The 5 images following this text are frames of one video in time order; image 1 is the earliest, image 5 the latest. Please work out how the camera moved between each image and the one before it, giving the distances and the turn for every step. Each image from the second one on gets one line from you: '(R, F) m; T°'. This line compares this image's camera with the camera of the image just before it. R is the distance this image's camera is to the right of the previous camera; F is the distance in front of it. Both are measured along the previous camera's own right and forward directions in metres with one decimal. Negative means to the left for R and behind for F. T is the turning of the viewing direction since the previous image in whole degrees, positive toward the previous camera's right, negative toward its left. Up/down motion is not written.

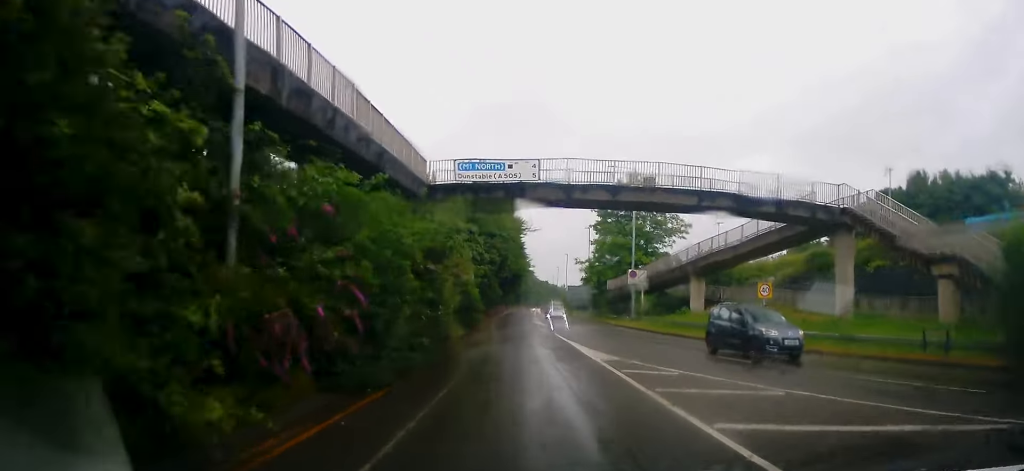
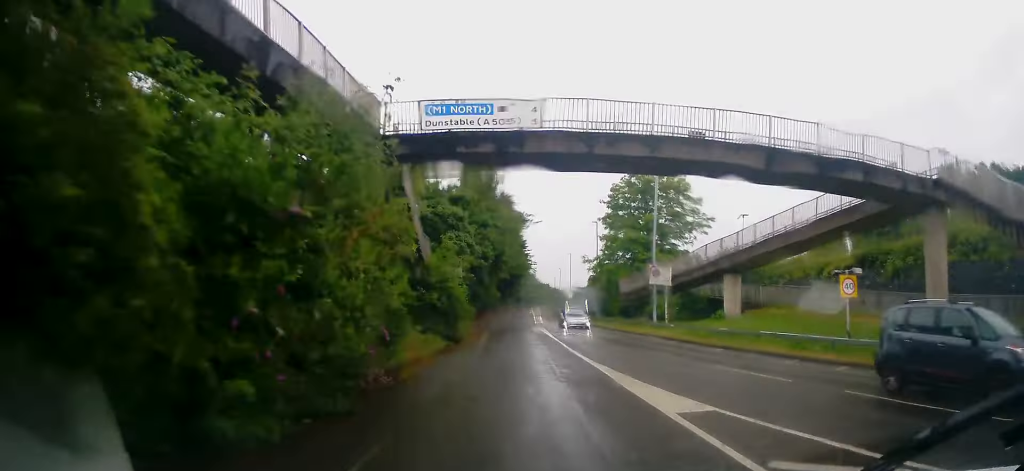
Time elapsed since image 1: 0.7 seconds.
(0.0, +7.7) m; 0°
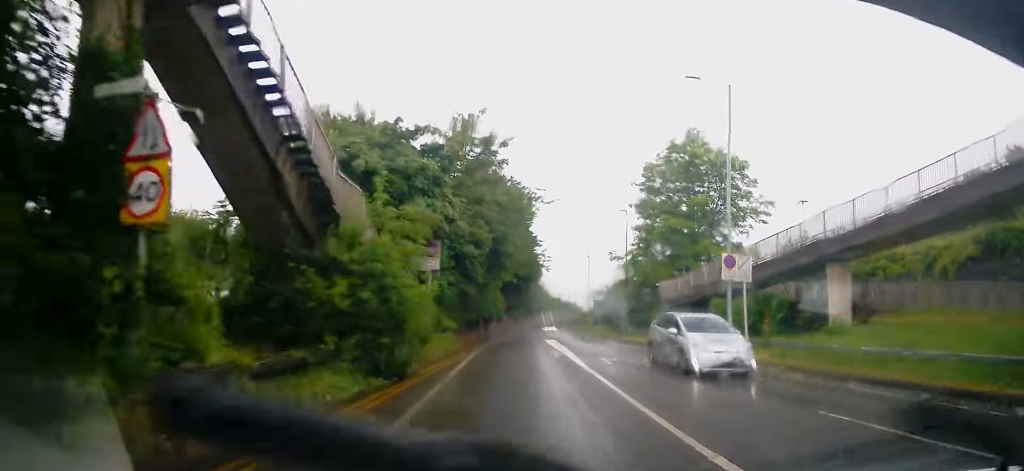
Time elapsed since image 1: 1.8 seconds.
(0.0, +12.4) m; 0°
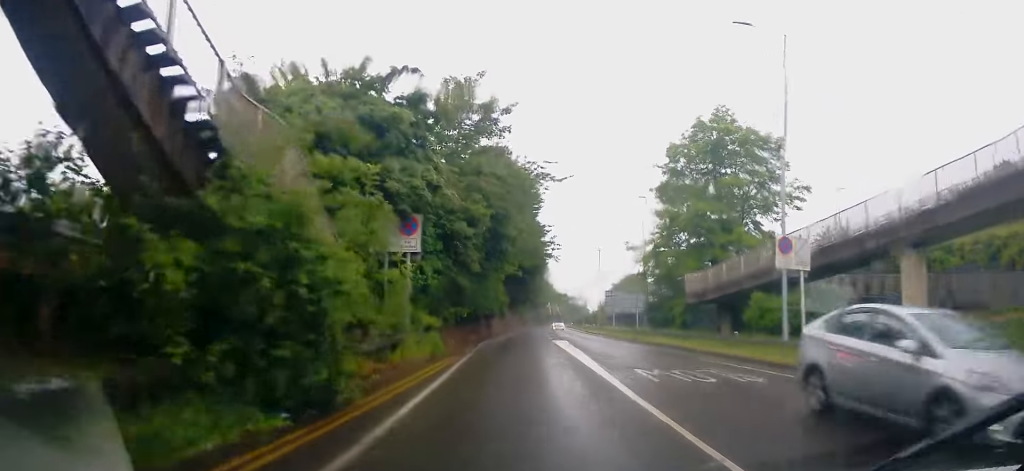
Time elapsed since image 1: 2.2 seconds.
(0.0, +5.1) m; 0°
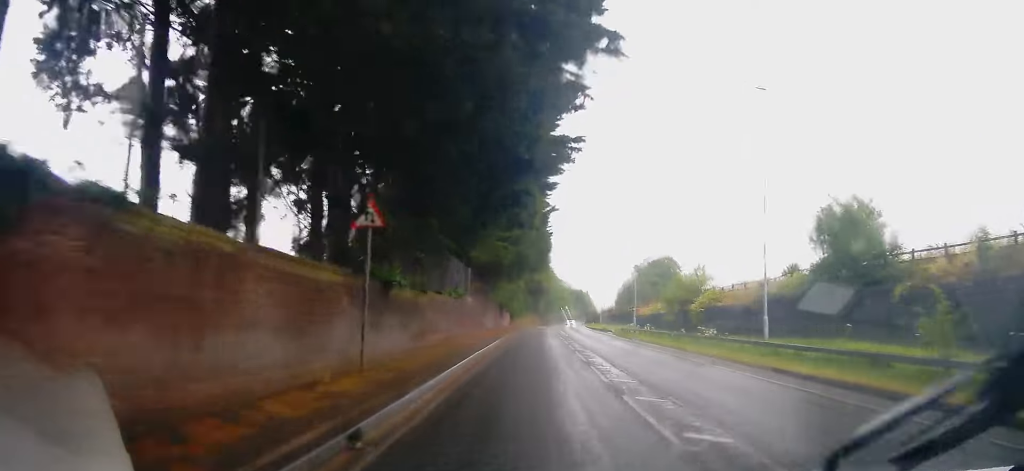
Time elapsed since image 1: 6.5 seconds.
(-1.3, +54.2) m; -2°
